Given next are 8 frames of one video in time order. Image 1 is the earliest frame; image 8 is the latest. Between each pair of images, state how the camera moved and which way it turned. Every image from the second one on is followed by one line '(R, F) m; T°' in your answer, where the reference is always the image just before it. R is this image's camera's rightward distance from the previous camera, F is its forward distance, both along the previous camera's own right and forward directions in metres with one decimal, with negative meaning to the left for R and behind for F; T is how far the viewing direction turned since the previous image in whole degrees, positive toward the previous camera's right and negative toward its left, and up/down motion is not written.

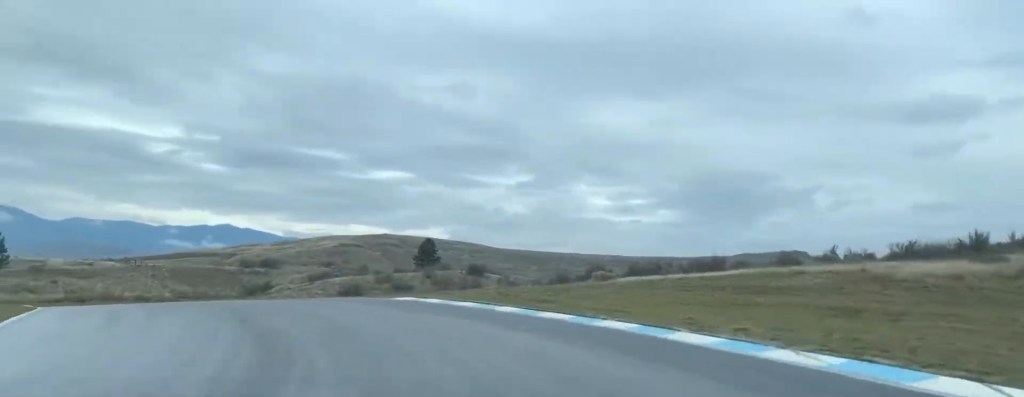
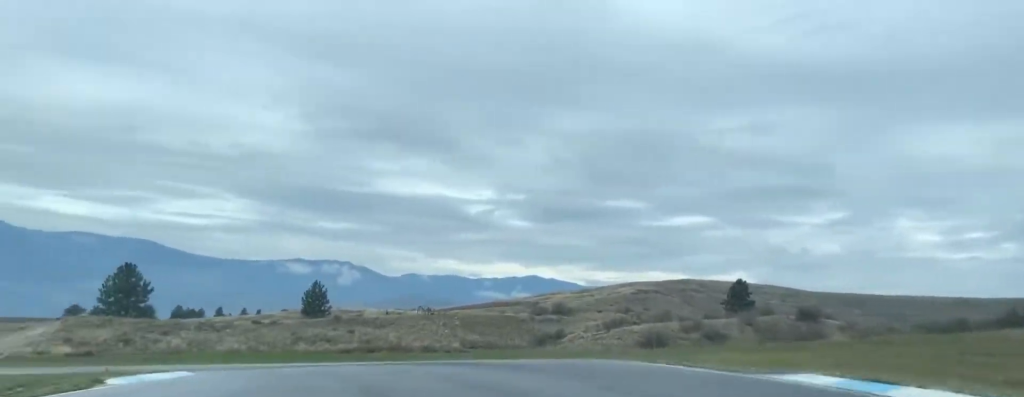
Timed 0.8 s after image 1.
(-0.3, +20.4) m; -16°
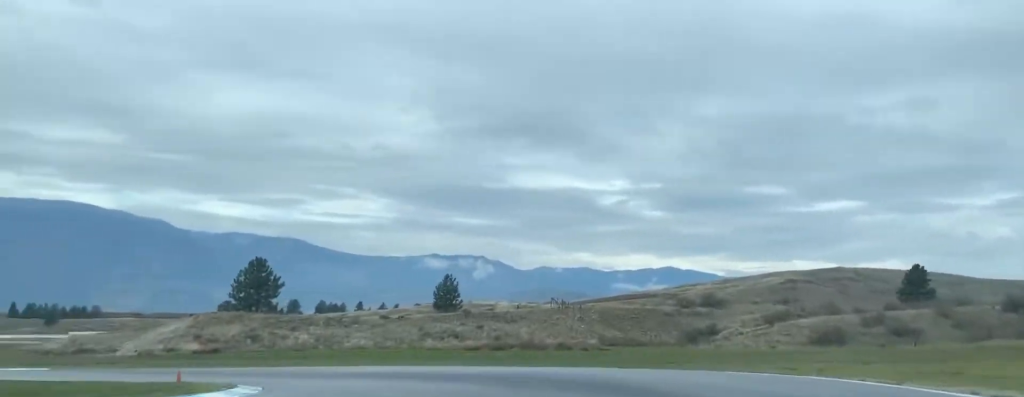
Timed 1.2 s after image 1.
(-1.9, +9.3) m; -10°
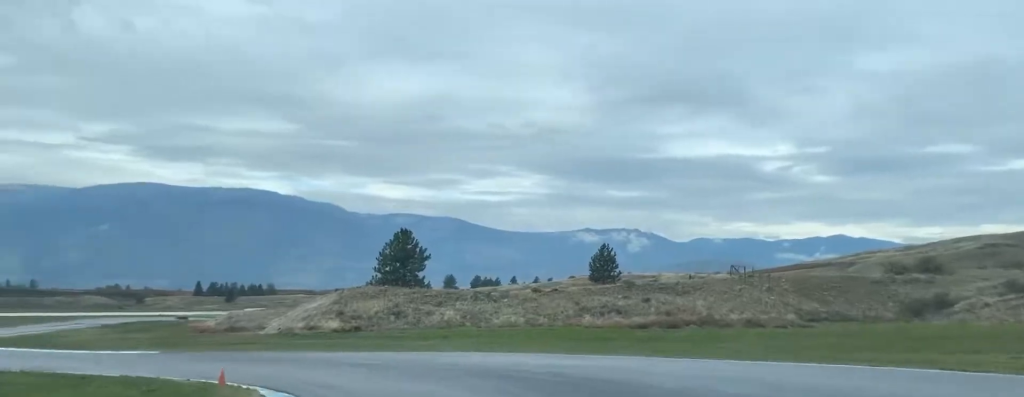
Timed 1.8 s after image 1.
(-2.1, +13.2) m; -15°
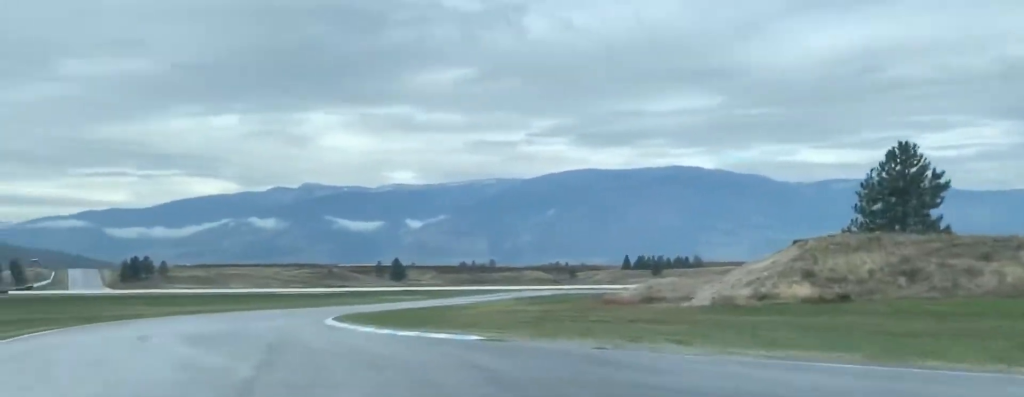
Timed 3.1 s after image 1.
(-9.0, +31.4) m; -31°
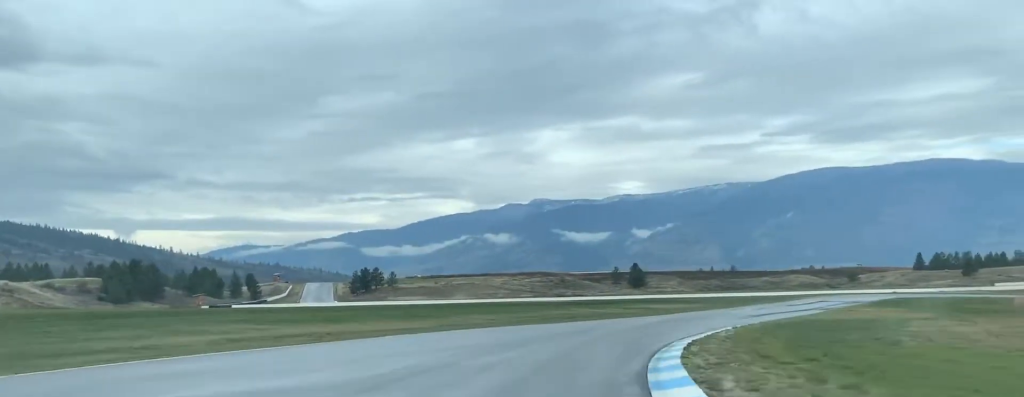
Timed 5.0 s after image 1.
(-14.4, +49.3) m; -17°
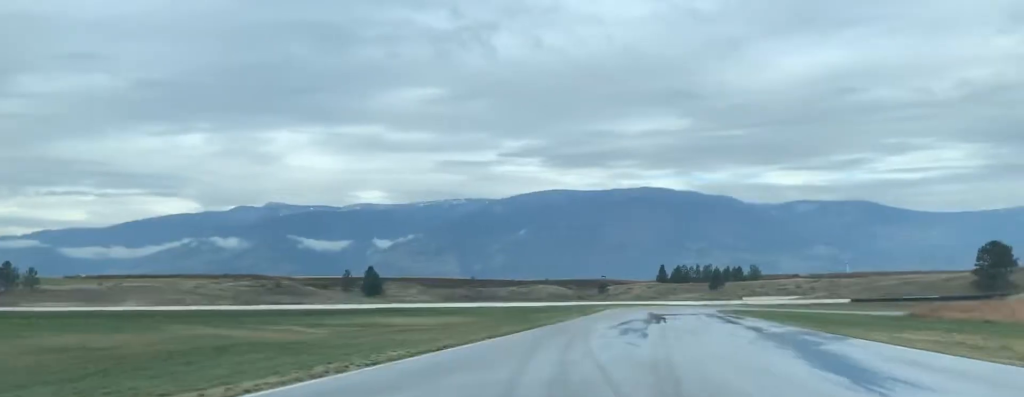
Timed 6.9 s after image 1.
(+11.2, +54.3) m; +25°
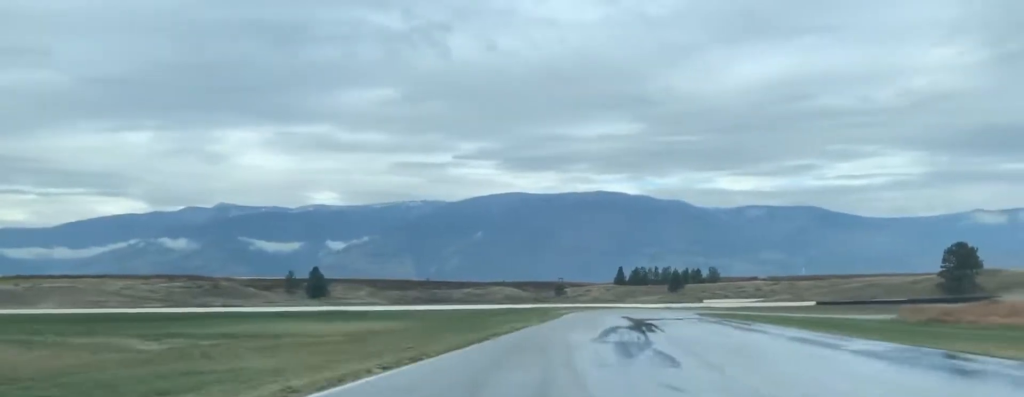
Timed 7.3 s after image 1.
(+1.1, +13.0) m; +3°
